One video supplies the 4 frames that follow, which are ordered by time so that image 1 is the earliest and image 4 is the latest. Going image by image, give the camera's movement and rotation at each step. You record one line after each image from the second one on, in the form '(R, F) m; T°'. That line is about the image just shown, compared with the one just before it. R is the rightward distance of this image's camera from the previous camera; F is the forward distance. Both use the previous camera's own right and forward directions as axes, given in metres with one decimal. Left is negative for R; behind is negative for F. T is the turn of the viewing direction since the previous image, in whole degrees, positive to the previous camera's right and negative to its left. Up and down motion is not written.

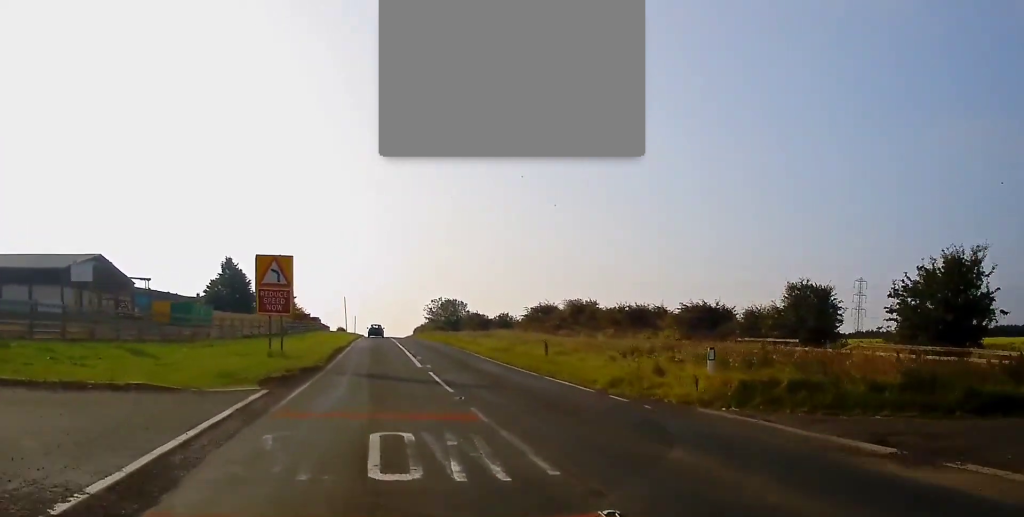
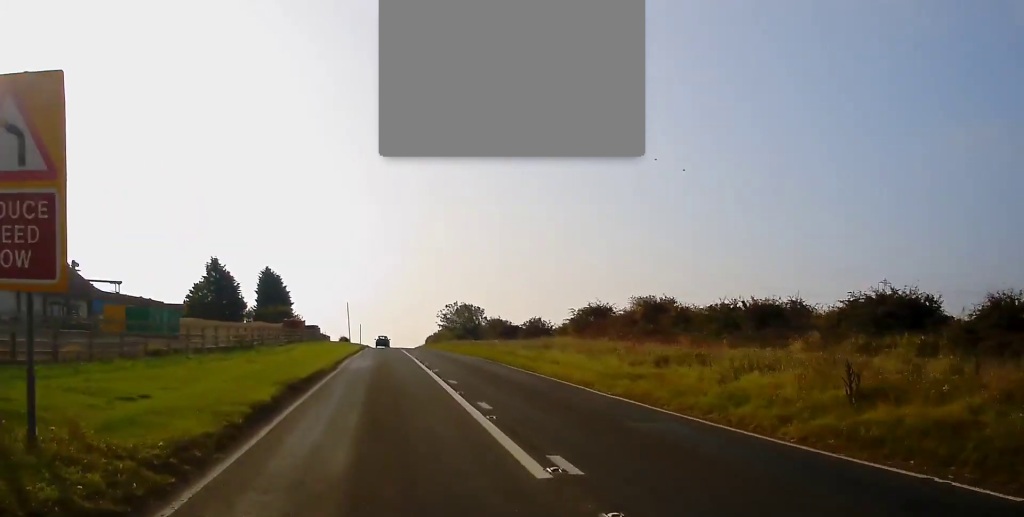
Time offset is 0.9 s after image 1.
(0.0, +18.1) m; 0°
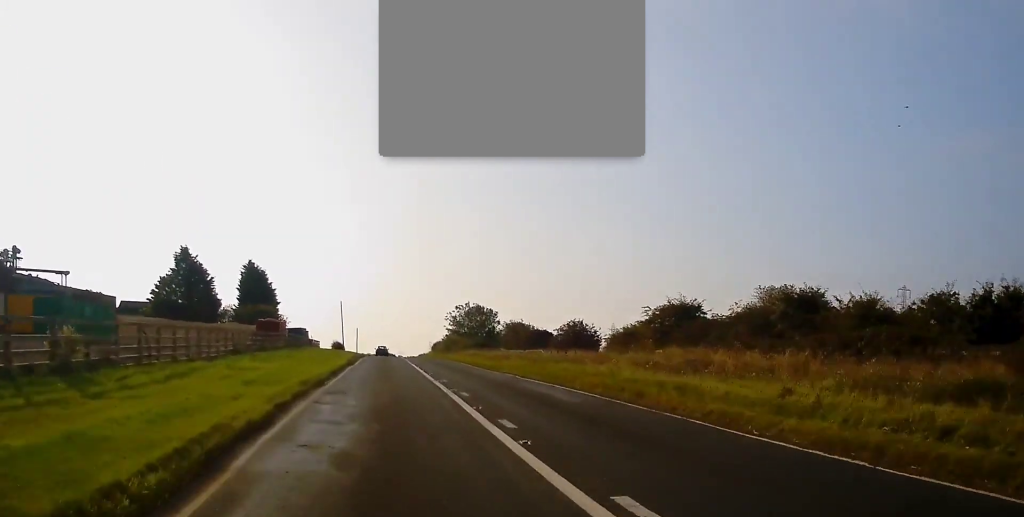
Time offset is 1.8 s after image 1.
(0.0, +19.6) m; 0°
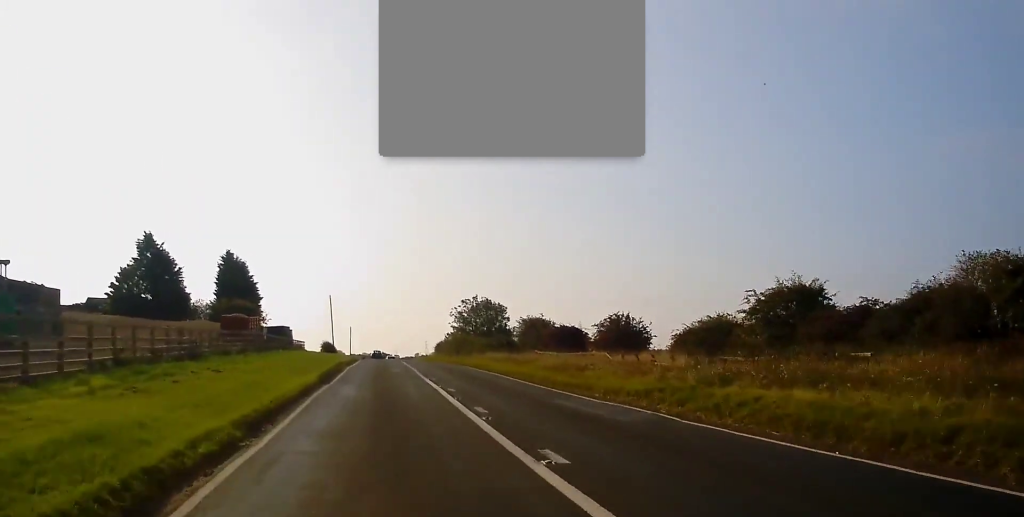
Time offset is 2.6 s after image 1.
(-0.1, +15.3) m; 0°
